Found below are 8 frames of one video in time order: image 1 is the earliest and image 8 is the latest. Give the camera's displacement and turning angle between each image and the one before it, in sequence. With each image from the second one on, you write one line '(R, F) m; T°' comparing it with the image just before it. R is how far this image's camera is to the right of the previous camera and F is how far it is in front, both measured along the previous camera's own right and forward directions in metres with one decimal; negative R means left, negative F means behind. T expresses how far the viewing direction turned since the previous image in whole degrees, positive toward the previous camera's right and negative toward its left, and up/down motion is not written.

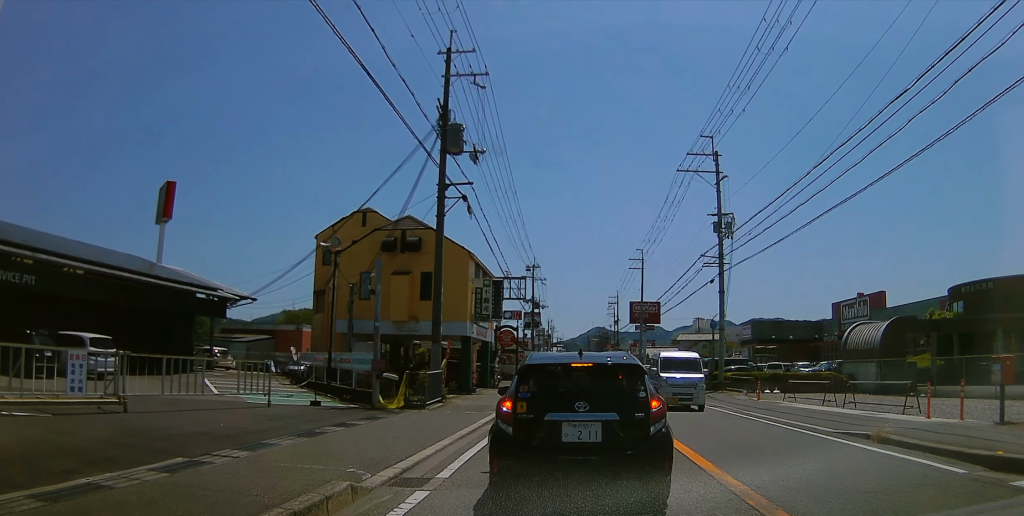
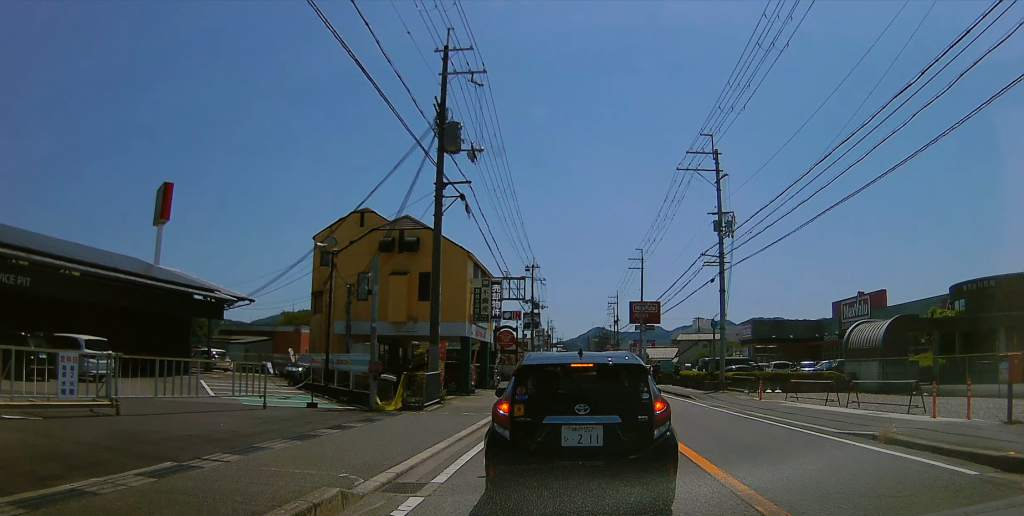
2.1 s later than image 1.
(0.0, +0.5) m; 0°
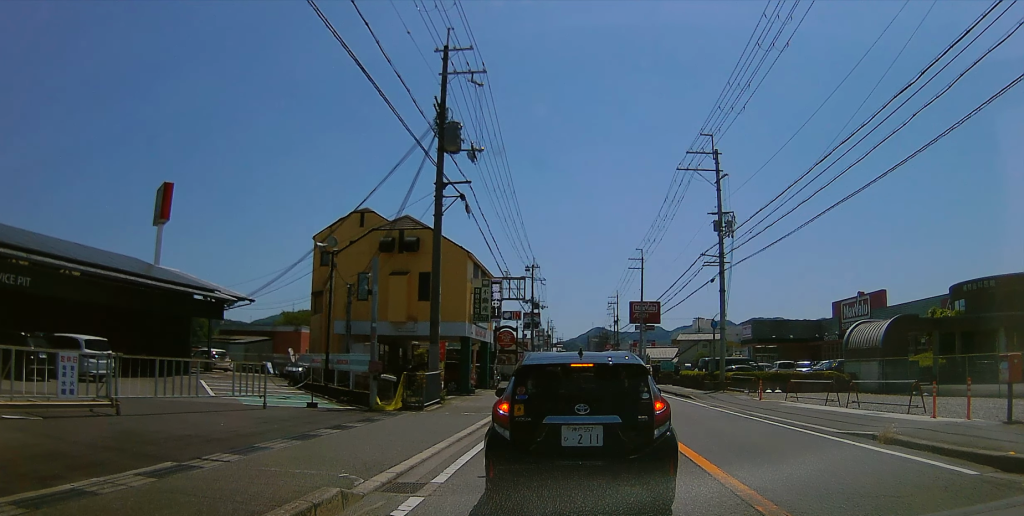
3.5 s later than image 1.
(0.0, 0.0) m; 0°
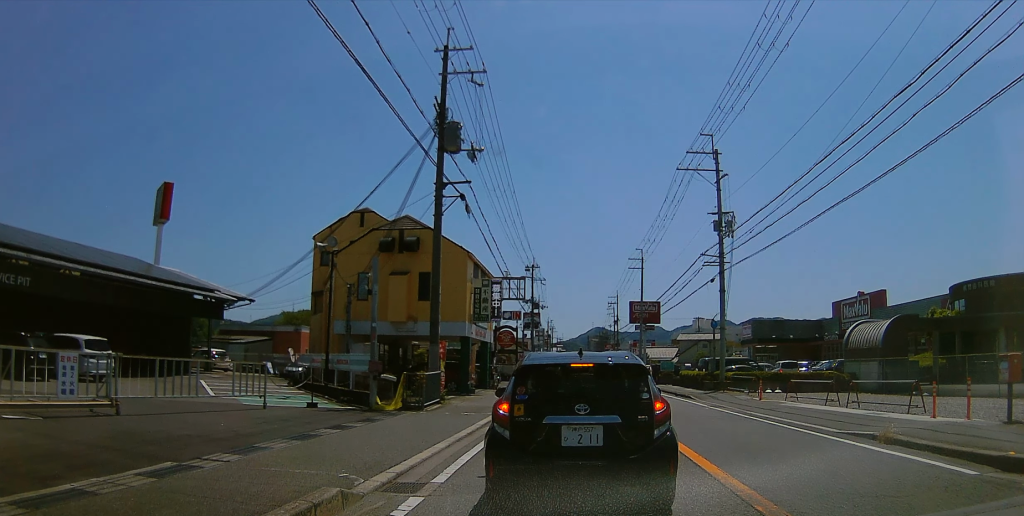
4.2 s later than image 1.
(0.0, 0.0) m; 0°
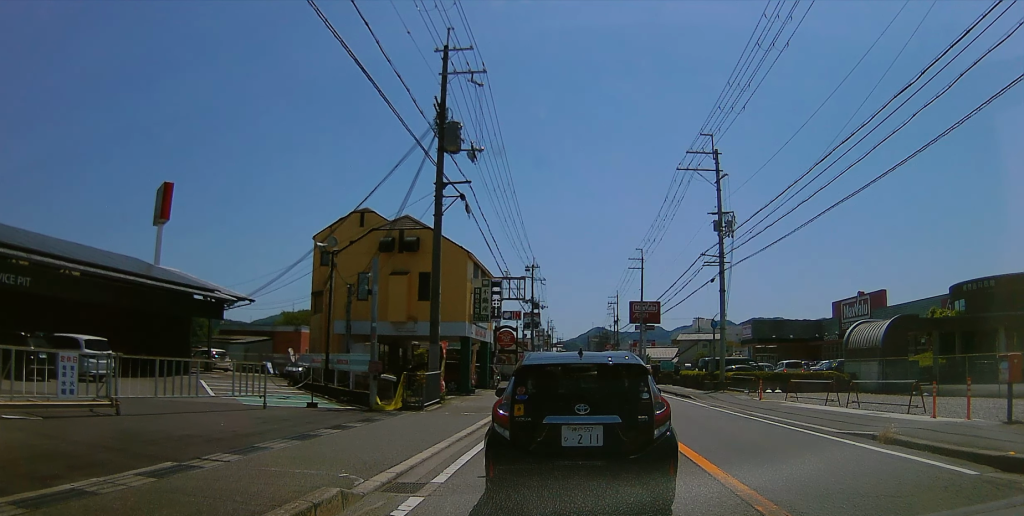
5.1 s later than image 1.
(0.0, 0.0) m; 0°
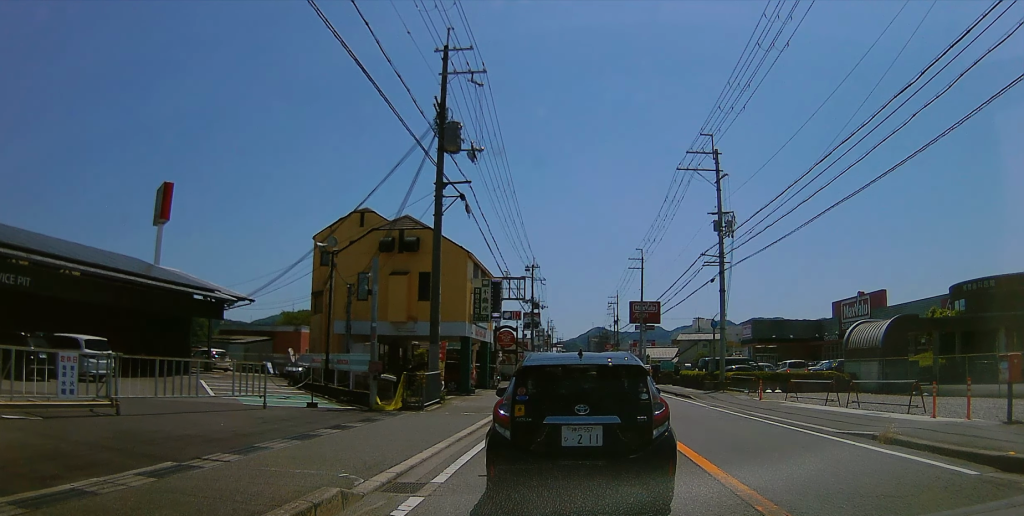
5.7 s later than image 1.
(0.0, 0.0) m; 0°
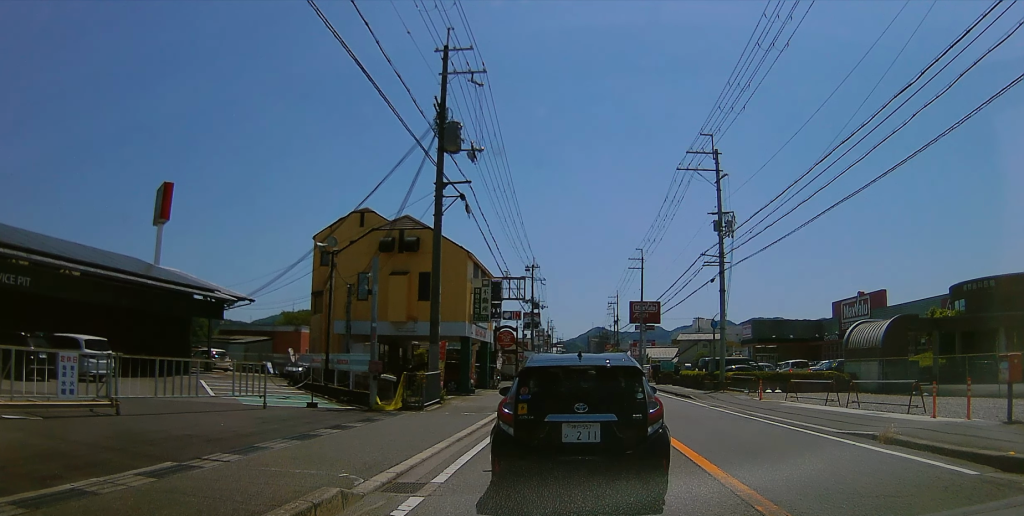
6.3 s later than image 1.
(0.0, 0.0) m; 0°
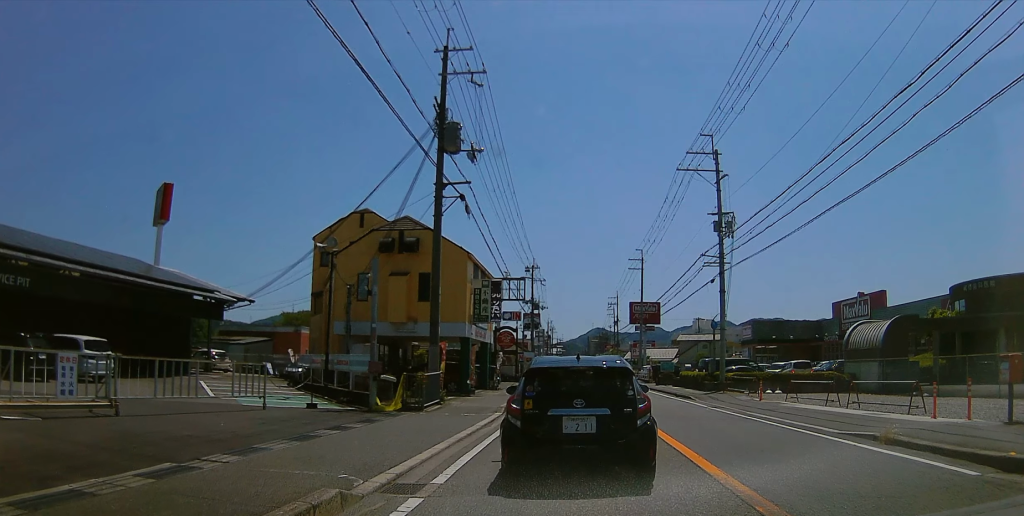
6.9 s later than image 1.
(0.0, 0.0) m; 0°
